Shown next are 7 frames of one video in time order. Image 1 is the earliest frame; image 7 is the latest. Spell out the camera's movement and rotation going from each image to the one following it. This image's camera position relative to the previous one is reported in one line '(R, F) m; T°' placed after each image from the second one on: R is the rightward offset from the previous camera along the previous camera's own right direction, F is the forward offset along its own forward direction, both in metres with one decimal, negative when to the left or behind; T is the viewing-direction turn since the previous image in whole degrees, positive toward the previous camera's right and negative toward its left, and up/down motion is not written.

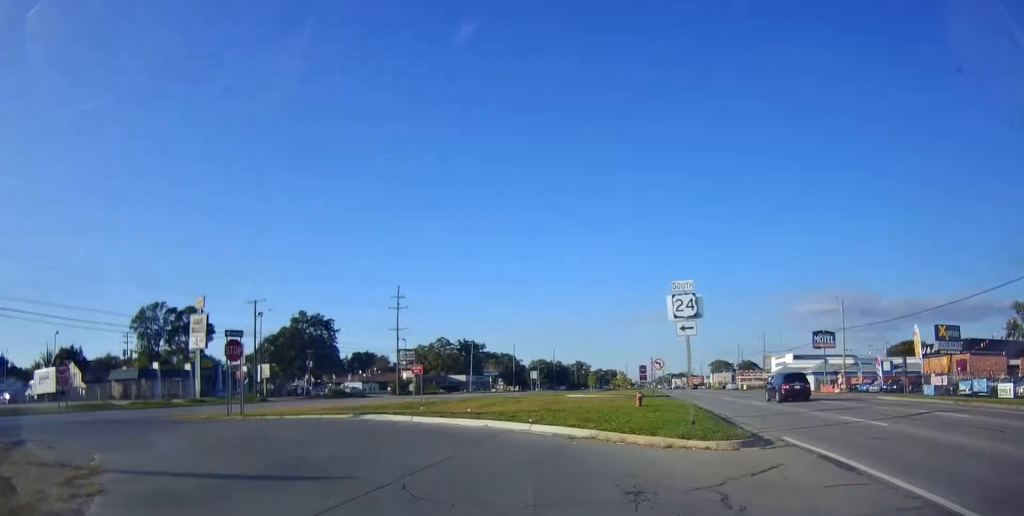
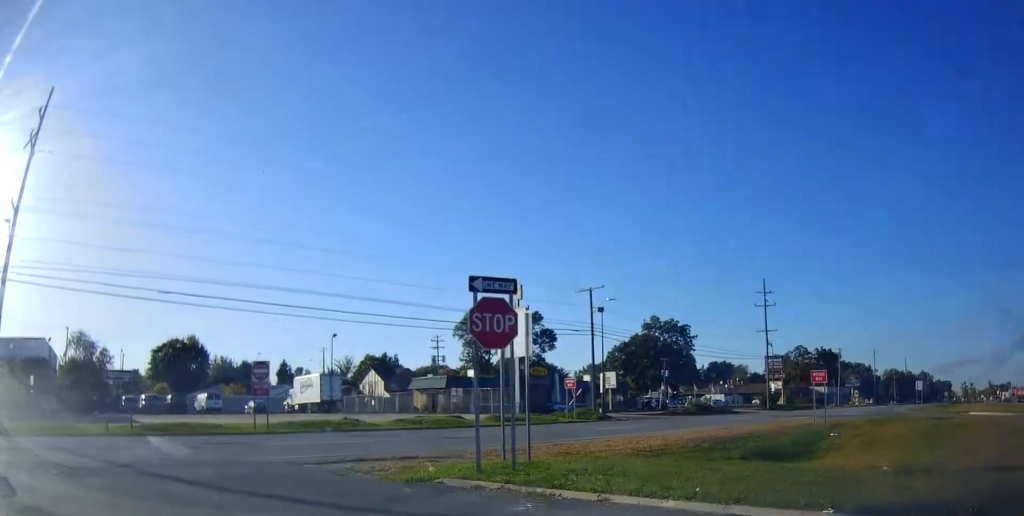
(-3.1, +17.5) m; -26°
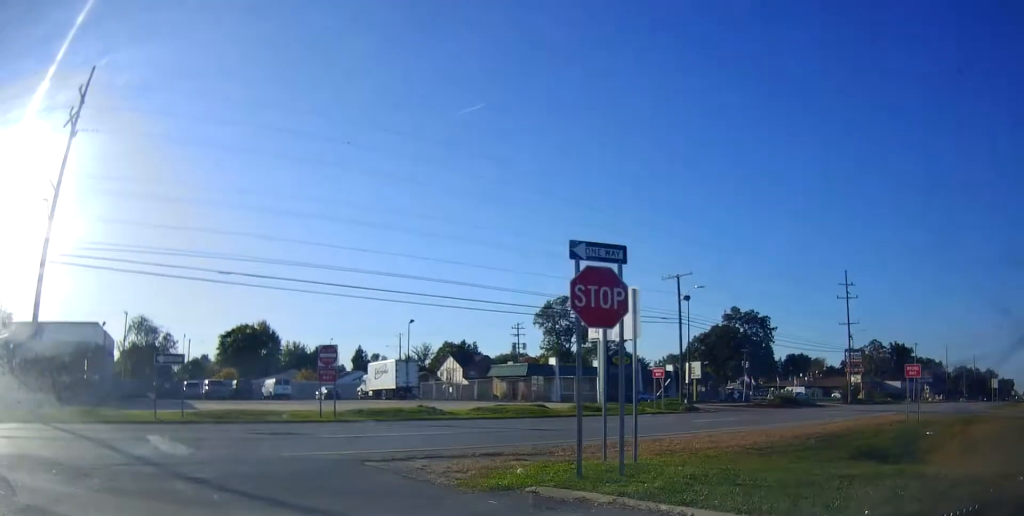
(-0.1, +2.9) m; -8°
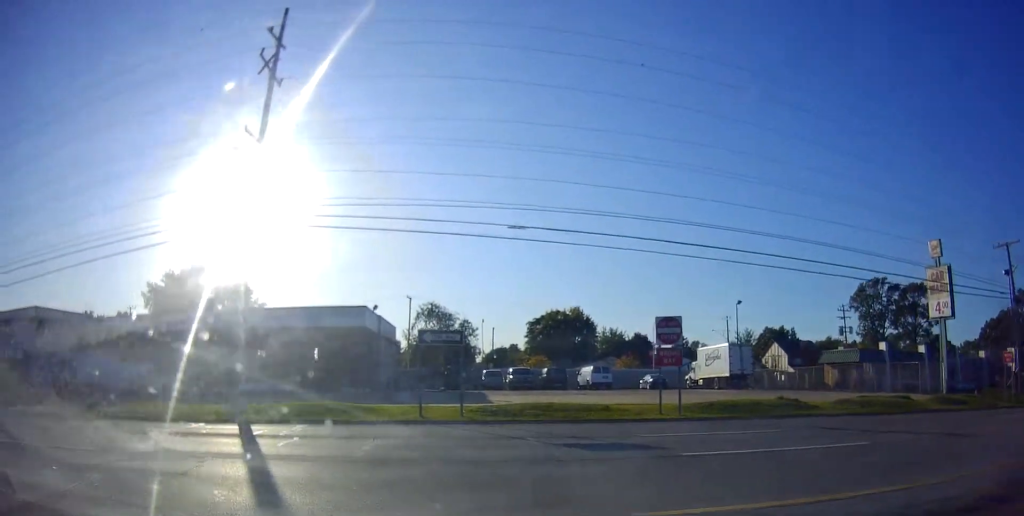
(-3.1, +8.5) m; -40°
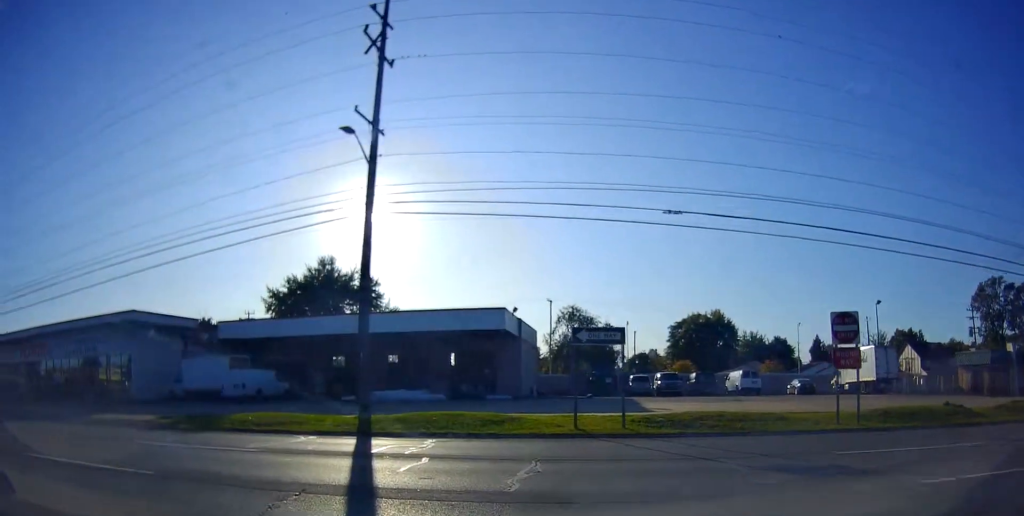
(-0.3, +2.2) m; -10°
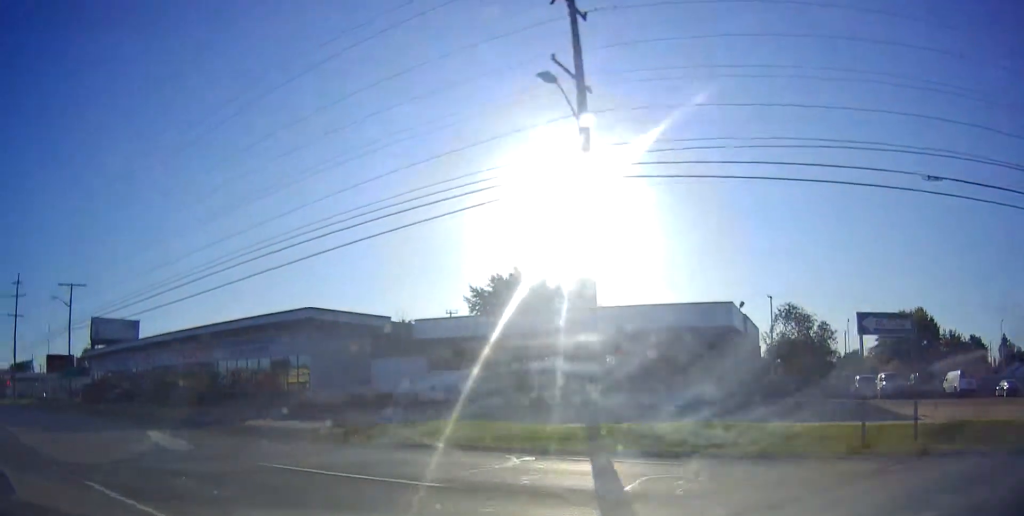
(-0.3, +3.0) m; -14°
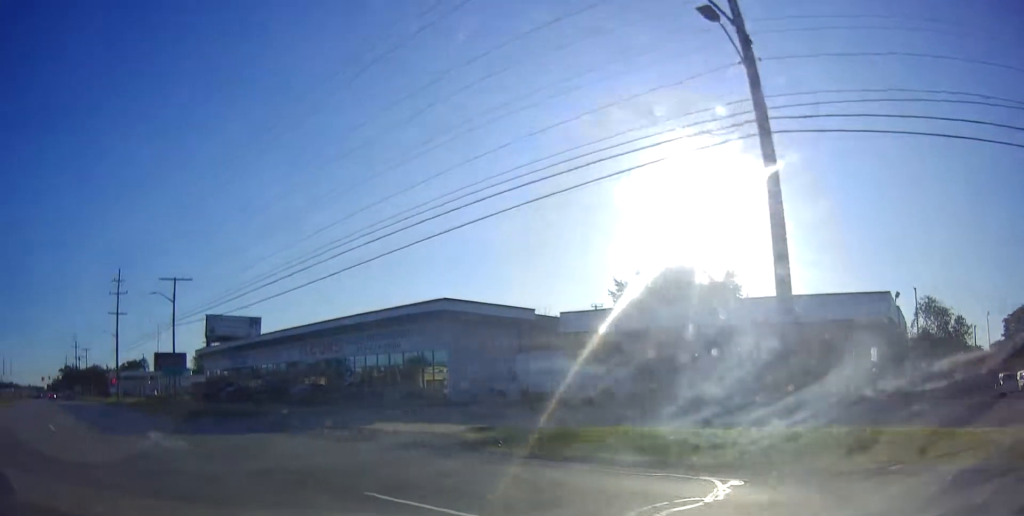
(-0.2, +2.4) m; -12°
